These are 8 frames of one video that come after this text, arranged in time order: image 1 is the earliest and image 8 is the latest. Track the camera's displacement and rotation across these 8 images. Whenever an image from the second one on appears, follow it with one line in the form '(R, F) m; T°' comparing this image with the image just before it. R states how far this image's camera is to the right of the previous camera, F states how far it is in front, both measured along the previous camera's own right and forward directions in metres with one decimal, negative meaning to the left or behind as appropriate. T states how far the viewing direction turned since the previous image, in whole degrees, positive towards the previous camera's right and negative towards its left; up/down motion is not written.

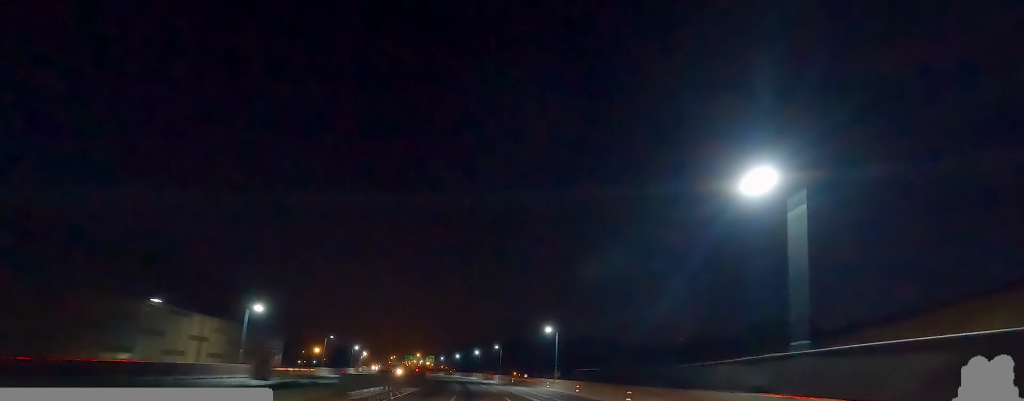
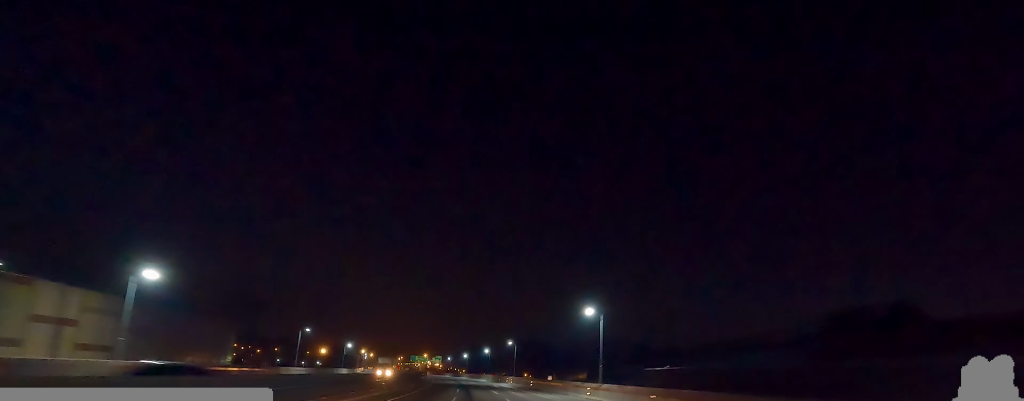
(+1.1, +19.2) m; 0°
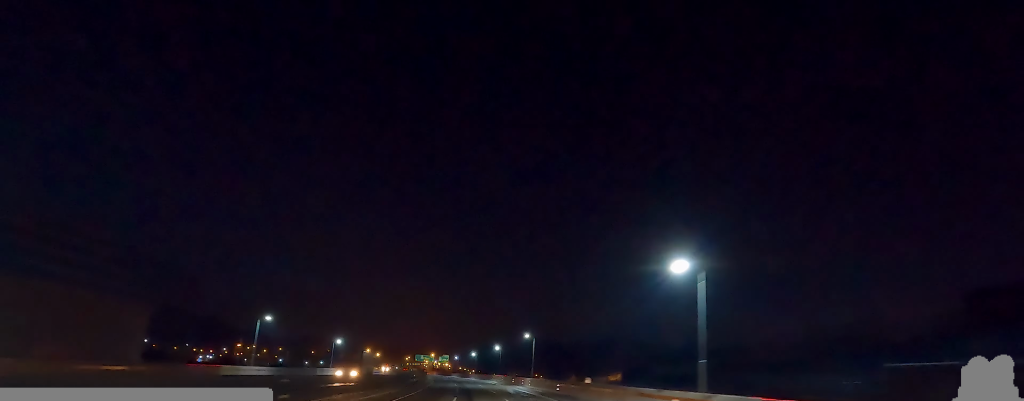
(-1.3, +18.4) m; -3°
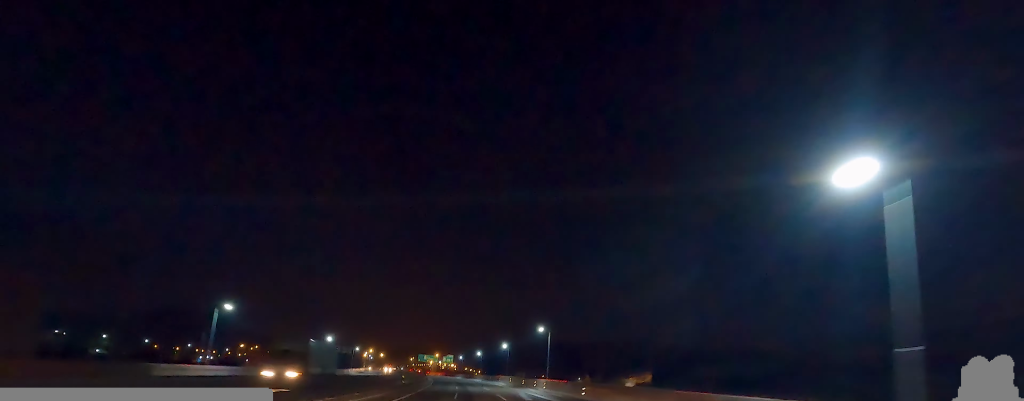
(-0.2, +11.5) m; -1°
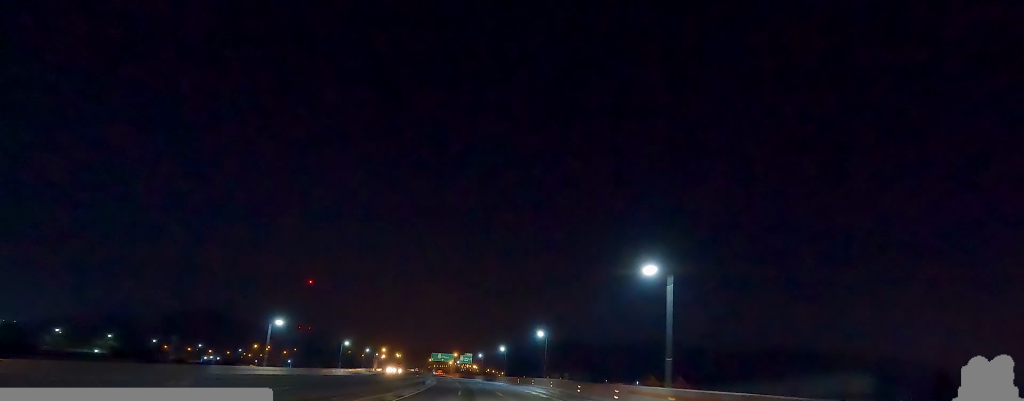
(0.0, +35.5) m; -1°
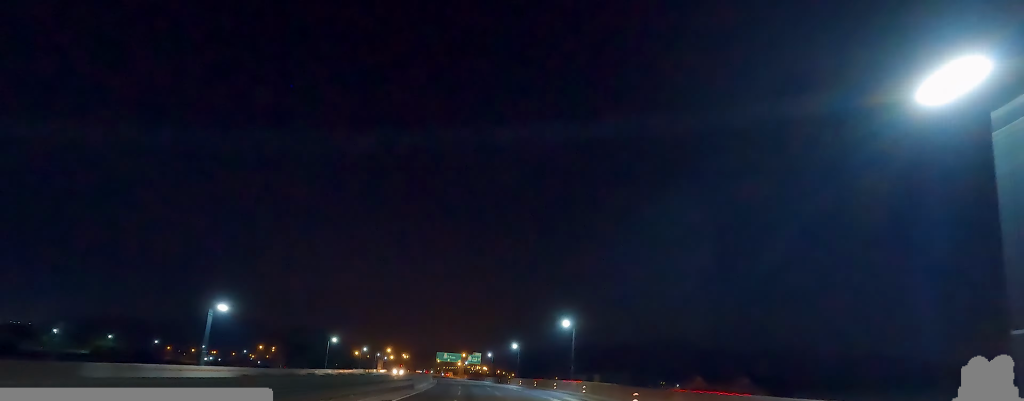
(0.0, +17.1) m; -1°
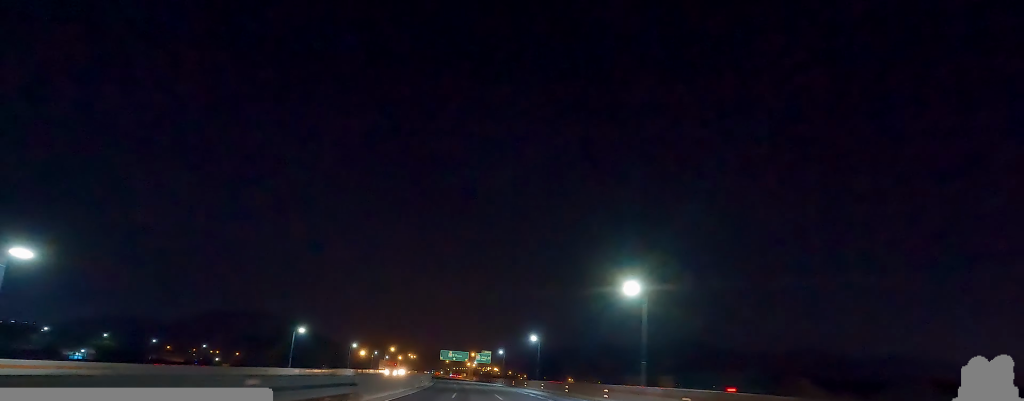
(-0.3, +23.6) m; -1°
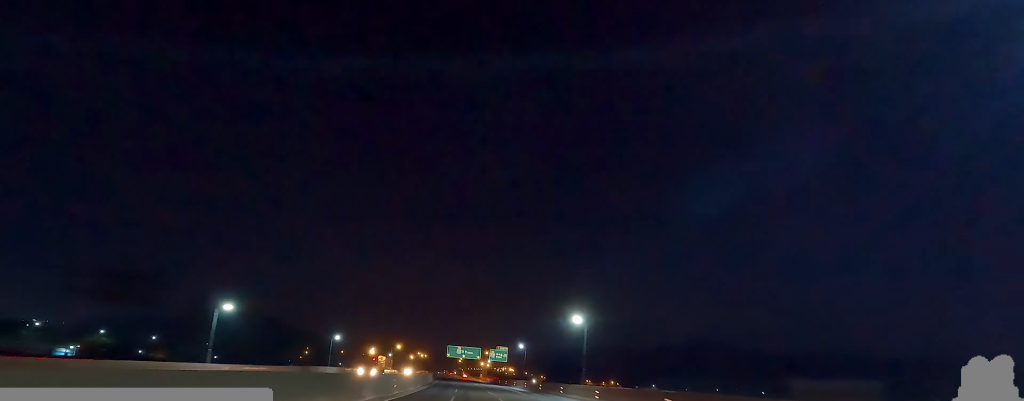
(0.0, +27.4) m; -2°
